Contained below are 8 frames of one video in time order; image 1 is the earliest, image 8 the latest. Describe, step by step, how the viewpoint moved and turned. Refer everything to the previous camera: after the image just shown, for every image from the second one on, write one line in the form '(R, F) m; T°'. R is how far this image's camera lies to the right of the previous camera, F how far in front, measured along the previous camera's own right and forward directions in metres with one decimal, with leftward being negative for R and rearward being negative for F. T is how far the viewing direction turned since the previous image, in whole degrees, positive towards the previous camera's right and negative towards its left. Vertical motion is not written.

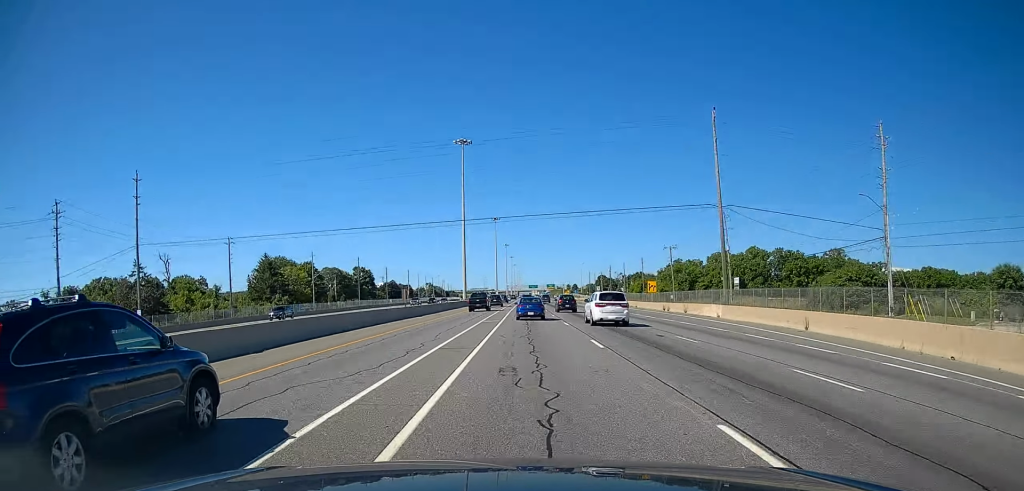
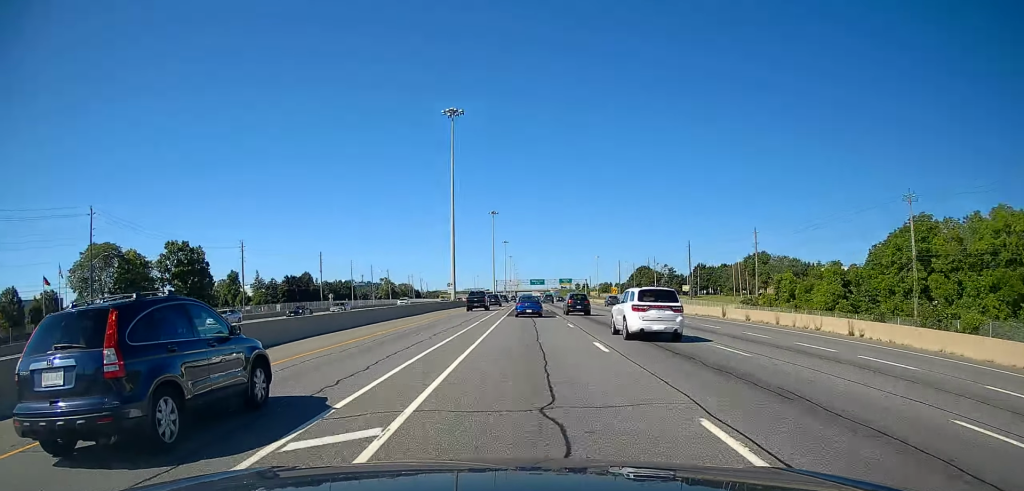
(+0.2, +131.0) m; 0°
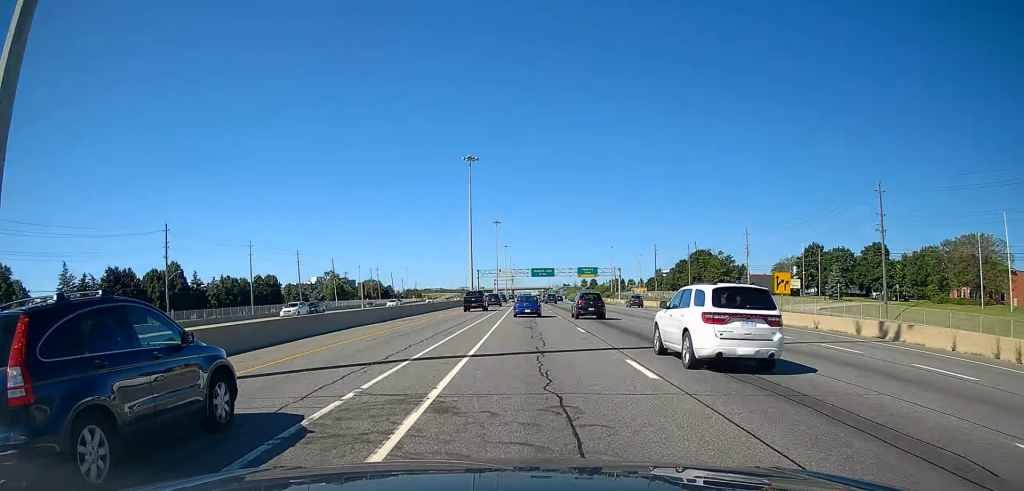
(0.0, +51.7) m; 0°
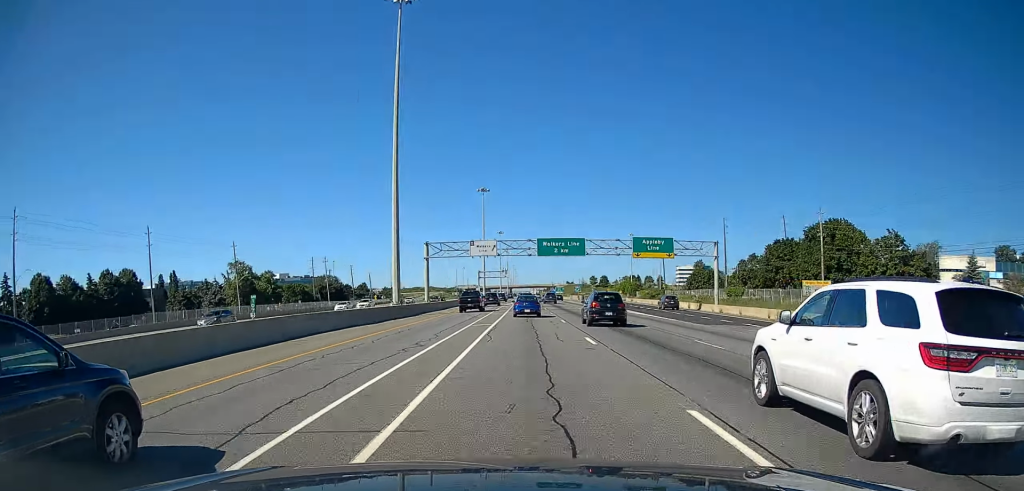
(0.0, +56.3) m; 0°
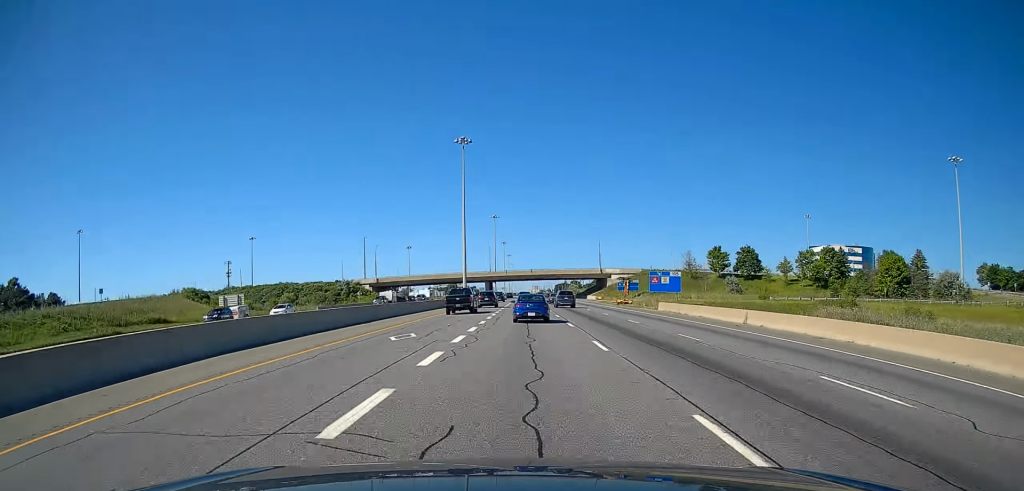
(+0.3, +263.7) m; 0°
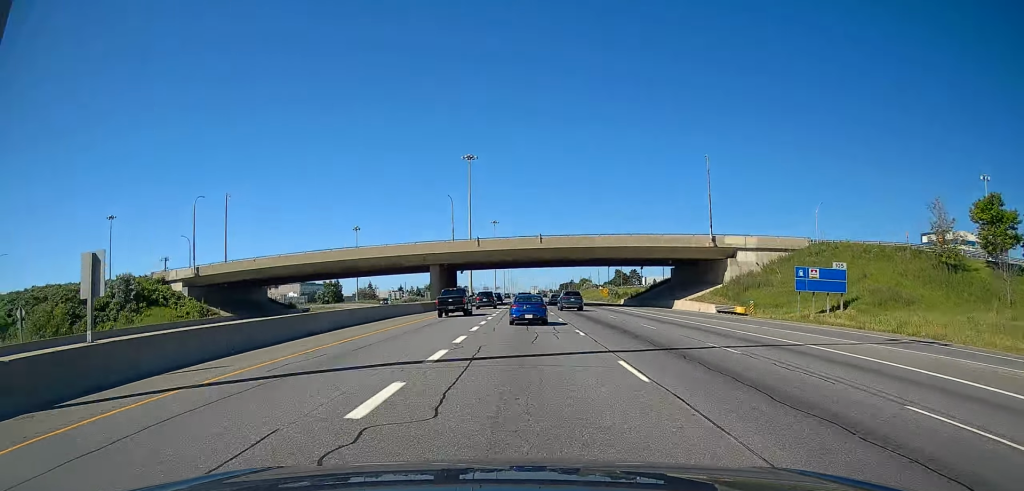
(+0.1, +106.3) m; 0°
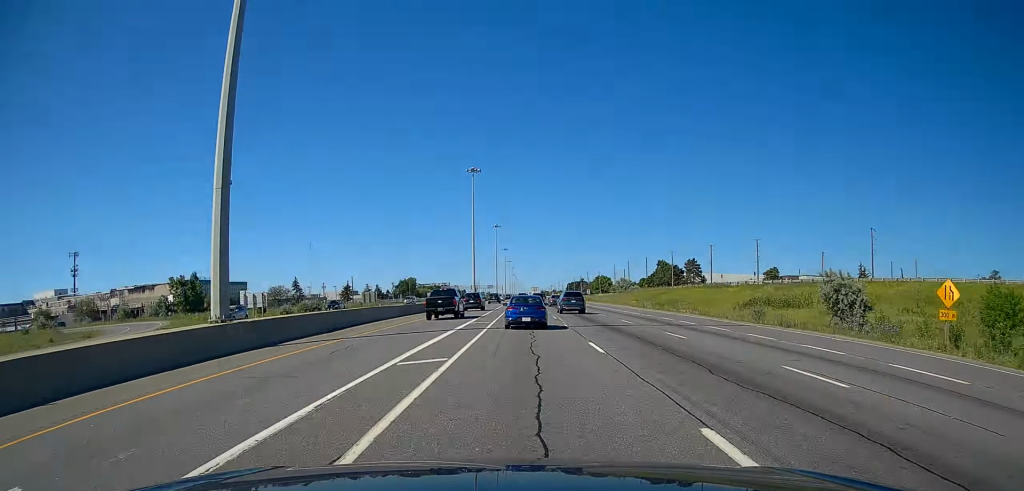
(0.0, +110.9) m; 0°
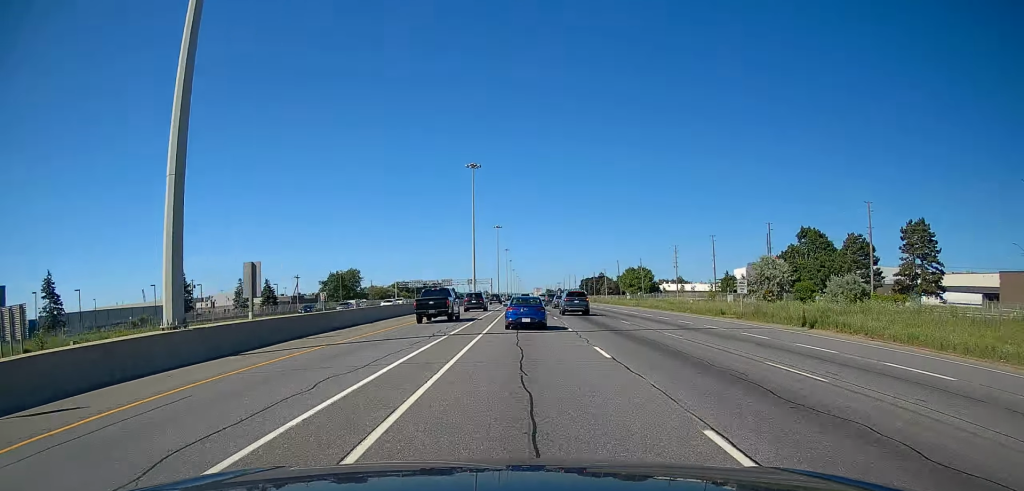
(-0.1, +129.5) m; 0°
